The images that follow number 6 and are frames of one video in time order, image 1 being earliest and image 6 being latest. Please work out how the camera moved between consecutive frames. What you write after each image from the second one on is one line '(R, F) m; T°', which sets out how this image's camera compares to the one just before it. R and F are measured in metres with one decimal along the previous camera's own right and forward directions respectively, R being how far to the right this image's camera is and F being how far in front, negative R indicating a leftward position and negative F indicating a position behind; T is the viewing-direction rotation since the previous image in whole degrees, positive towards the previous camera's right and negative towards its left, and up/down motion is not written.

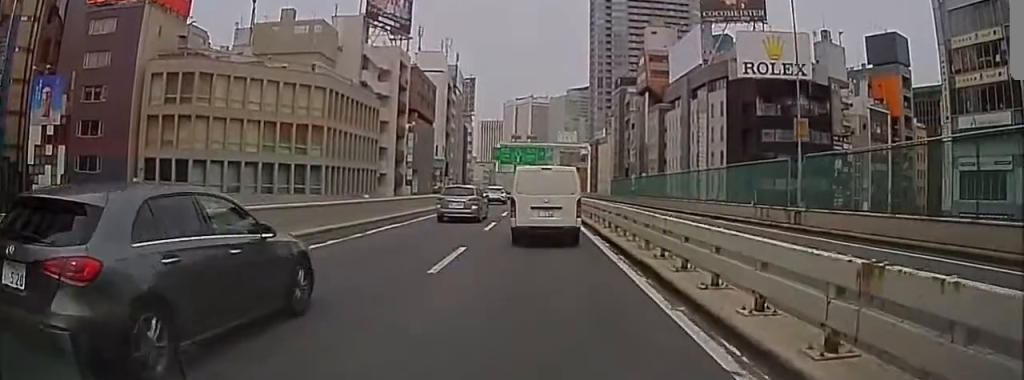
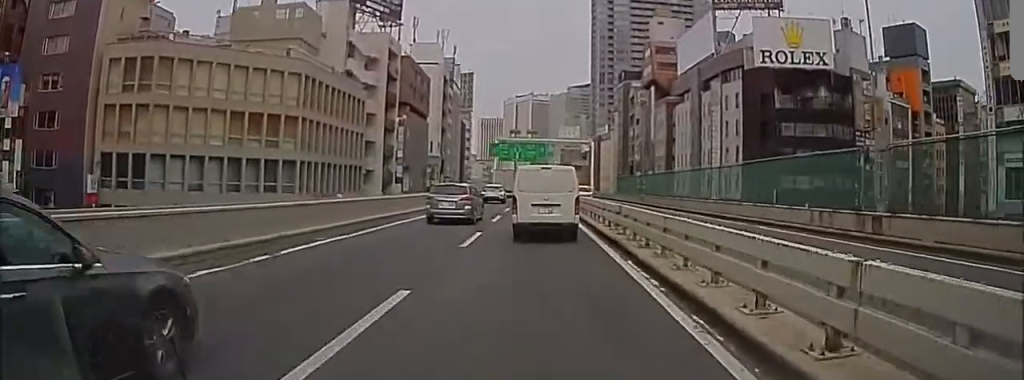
(-0.4, +6.3) m; 0°
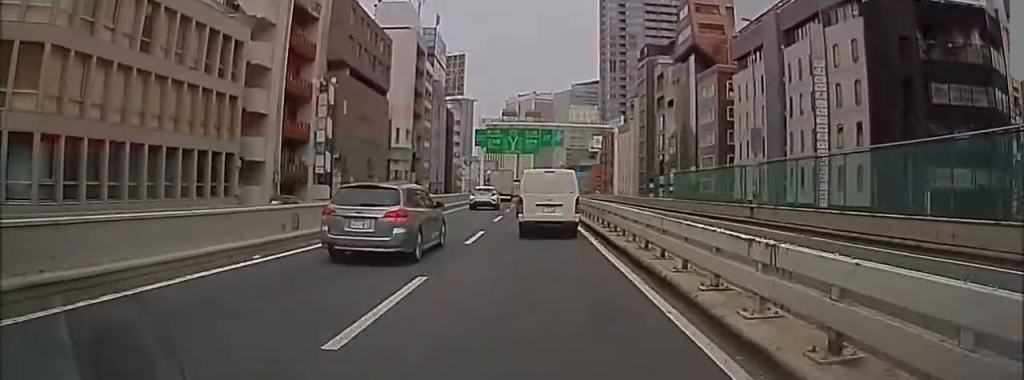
(-4.6, +27.9) m; -22°
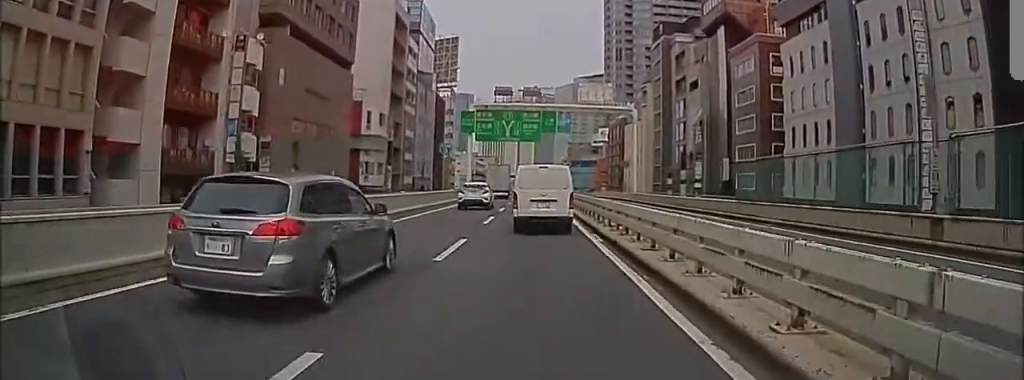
(-1.3, +14.3) m; +8°
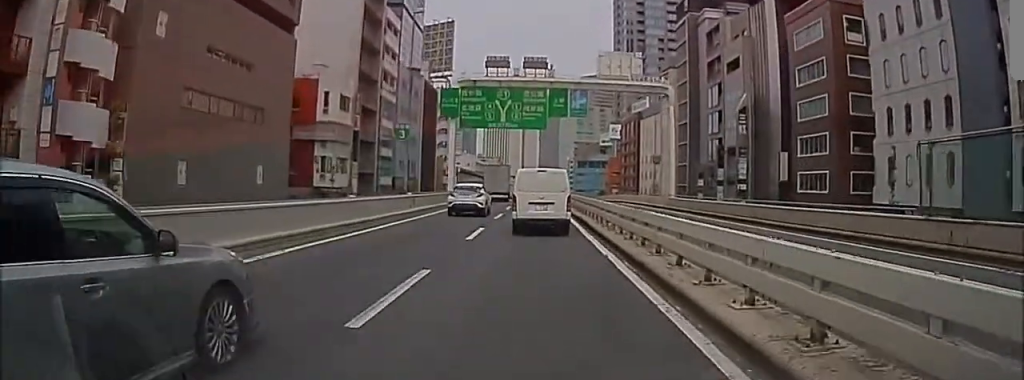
(+3.6, +15.0) m; +13°
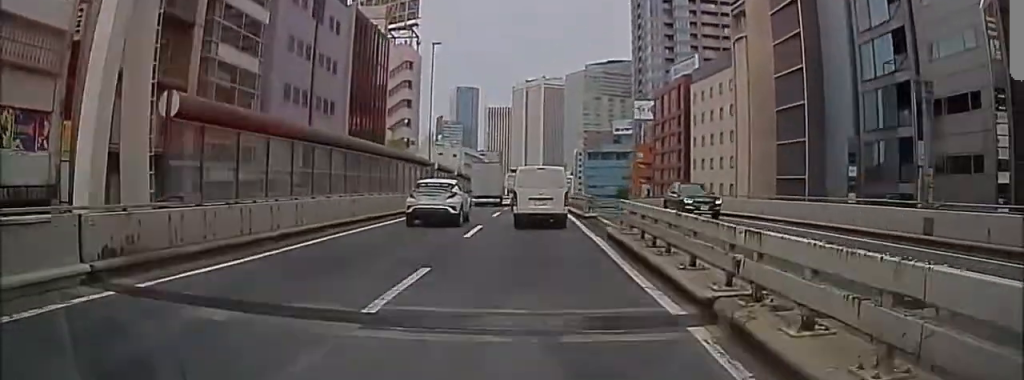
(-10.6, +36.1) m; -24°
